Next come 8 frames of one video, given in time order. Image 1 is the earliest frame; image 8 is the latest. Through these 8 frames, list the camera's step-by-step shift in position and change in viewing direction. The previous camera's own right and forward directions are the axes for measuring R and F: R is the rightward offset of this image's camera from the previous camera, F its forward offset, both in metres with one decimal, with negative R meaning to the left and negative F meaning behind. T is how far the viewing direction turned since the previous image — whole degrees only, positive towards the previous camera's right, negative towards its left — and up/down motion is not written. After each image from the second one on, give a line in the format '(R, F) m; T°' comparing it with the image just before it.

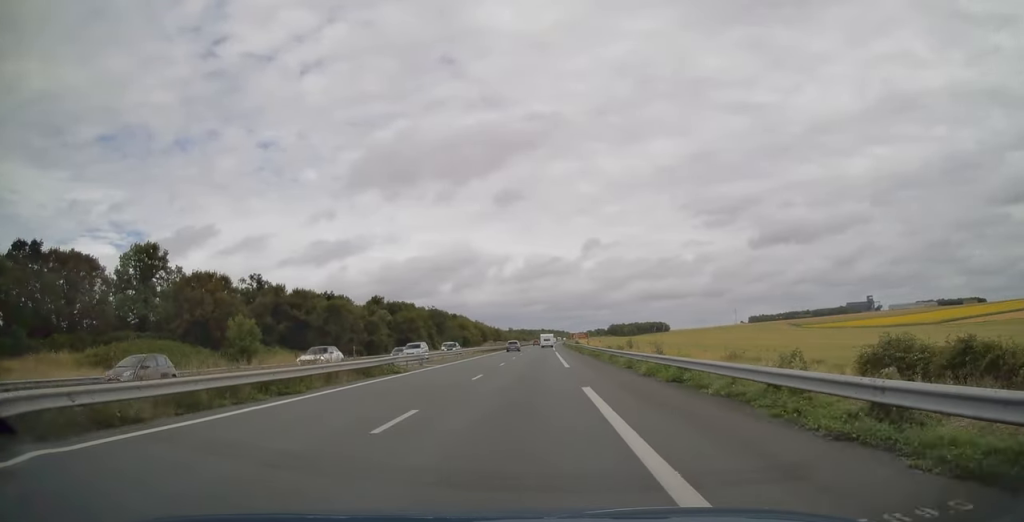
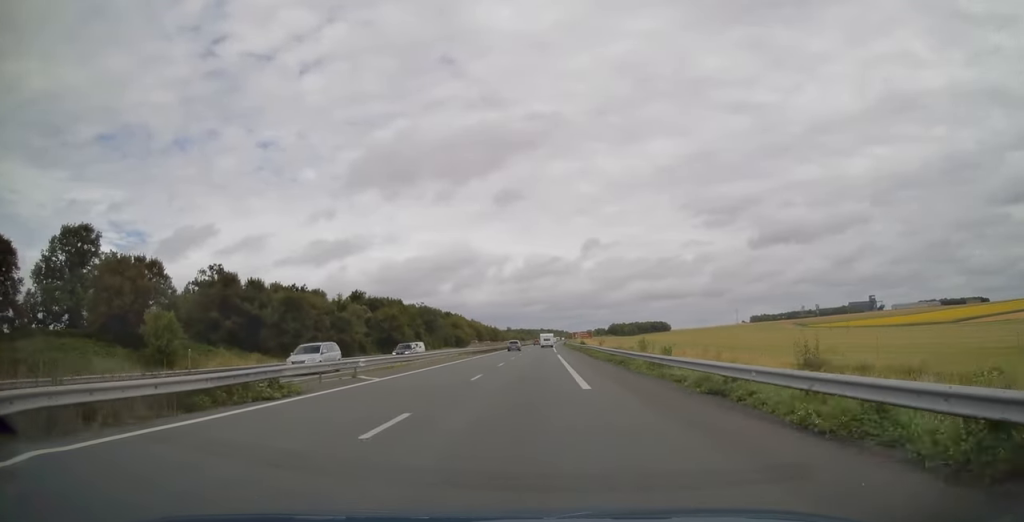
(+0.1, +13.5) m; 0°
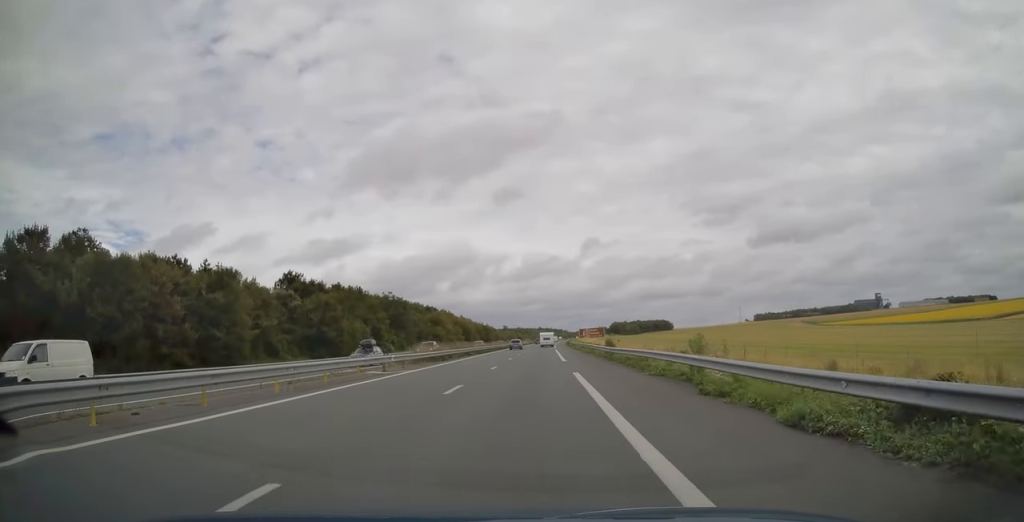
(+0.1, +31.7) m; 0°
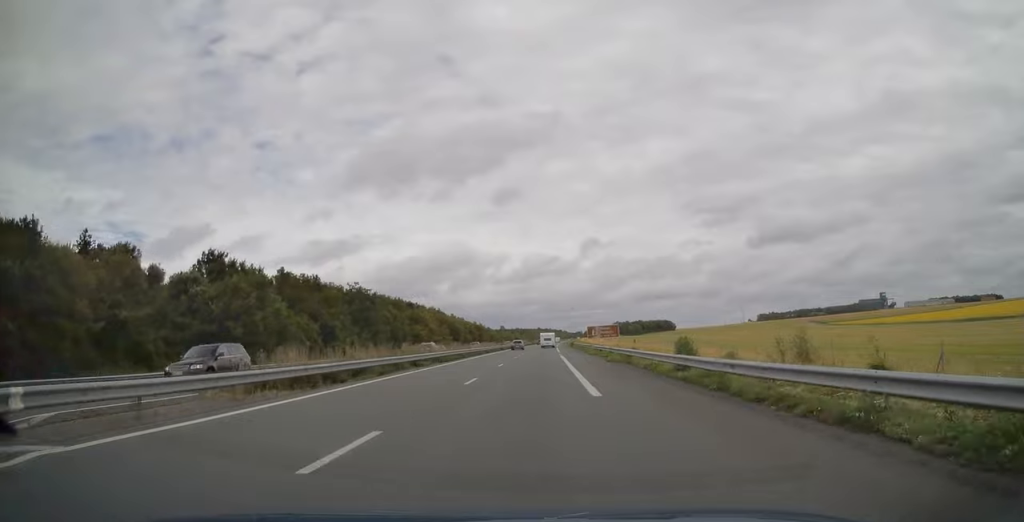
(0.0, +22.5) m; 0°
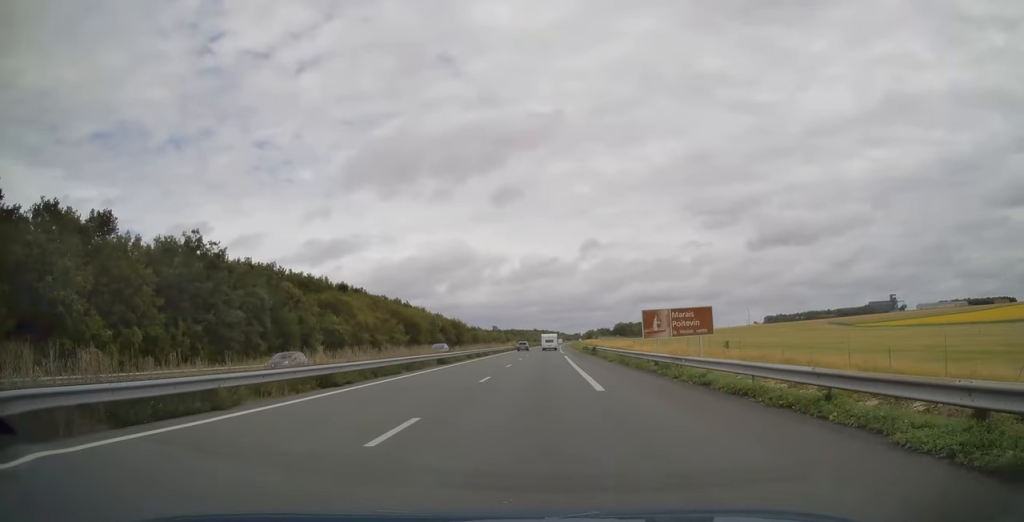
(+0.1, +50.0) m; 0°
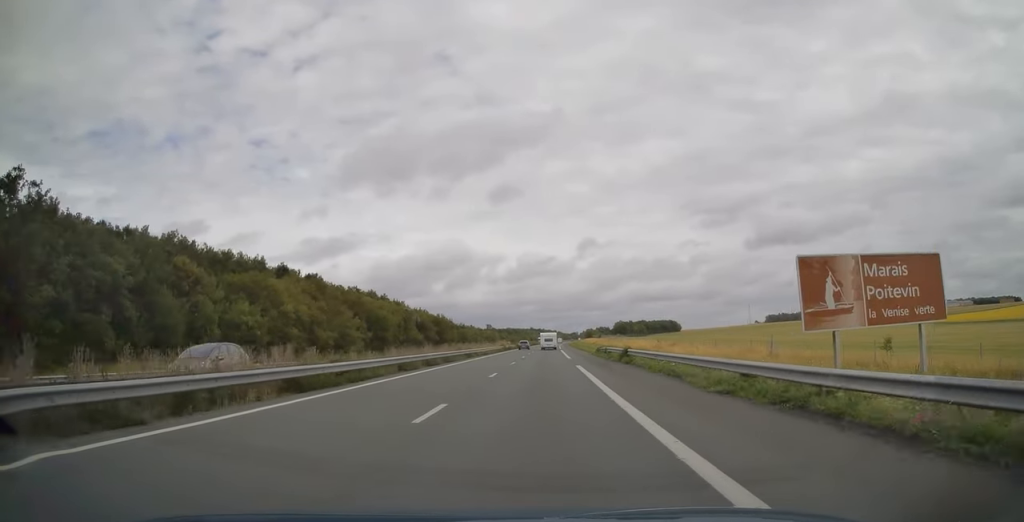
(+0.1, +23.7) m; 0°
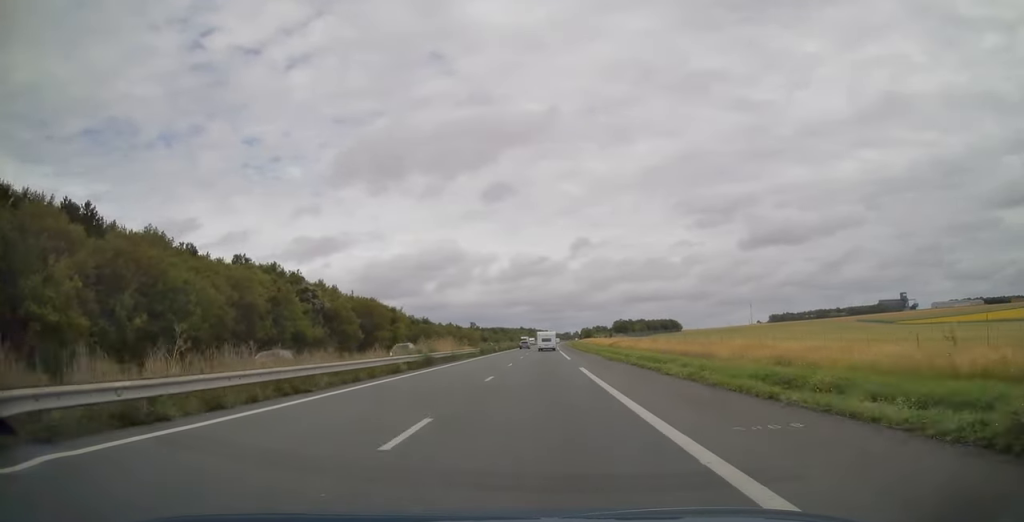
(+0.3, +54.3) m; +1°
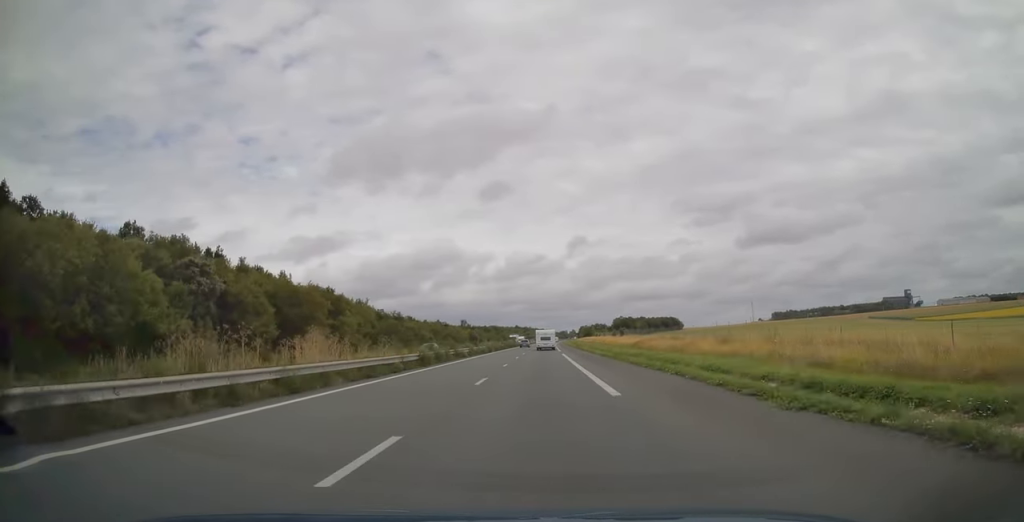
(+0.2, +28.0) m; 0°
